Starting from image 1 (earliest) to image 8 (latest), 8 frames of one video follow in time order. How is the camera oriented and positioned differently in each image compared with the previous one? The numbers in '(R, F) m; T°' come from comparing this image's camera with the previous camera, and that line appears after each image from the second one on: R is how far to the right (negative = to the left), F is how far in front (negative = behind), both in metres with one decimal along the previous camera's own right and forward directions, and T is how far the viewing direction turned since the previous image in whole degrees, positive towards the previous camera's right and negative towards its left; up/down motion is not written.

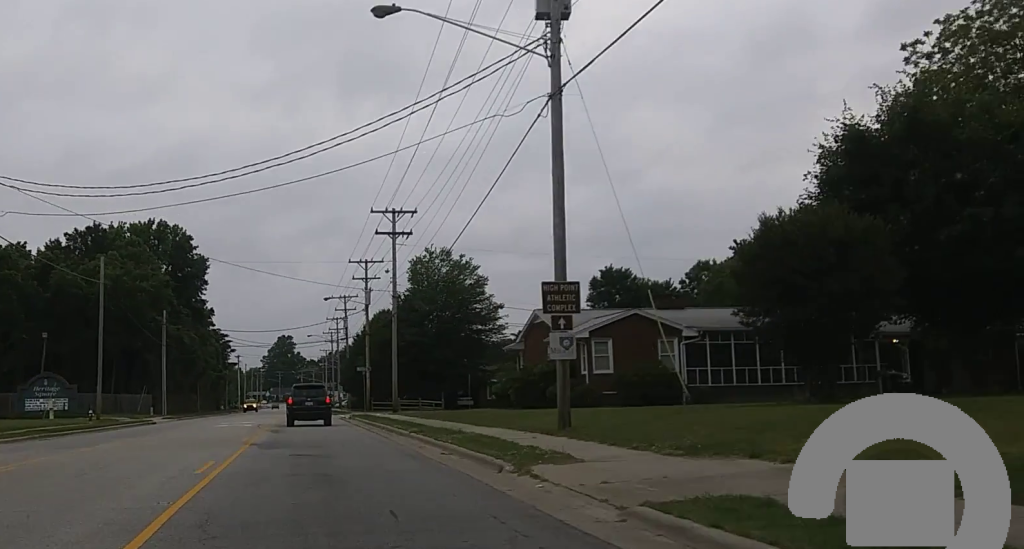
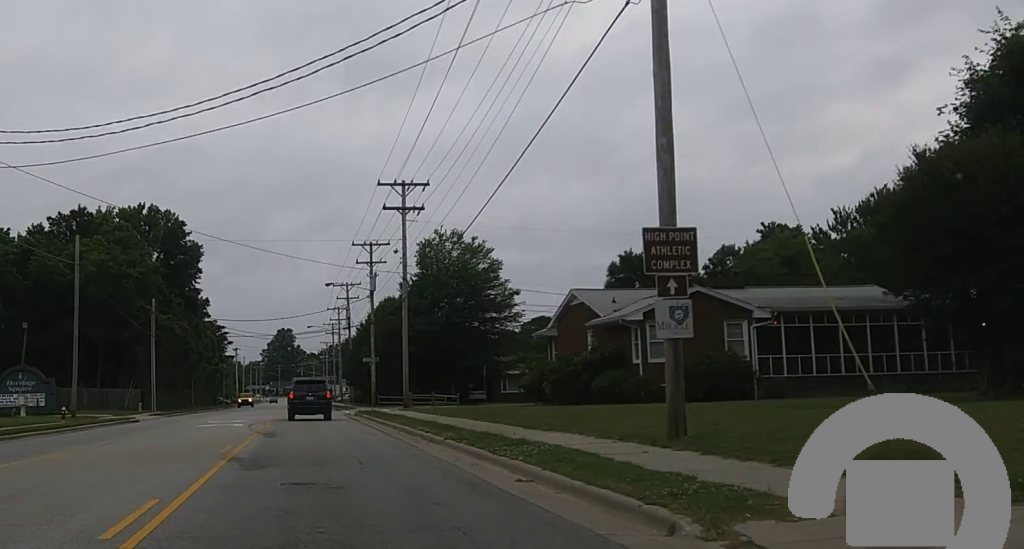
(0.0, +5.9) m; 0°
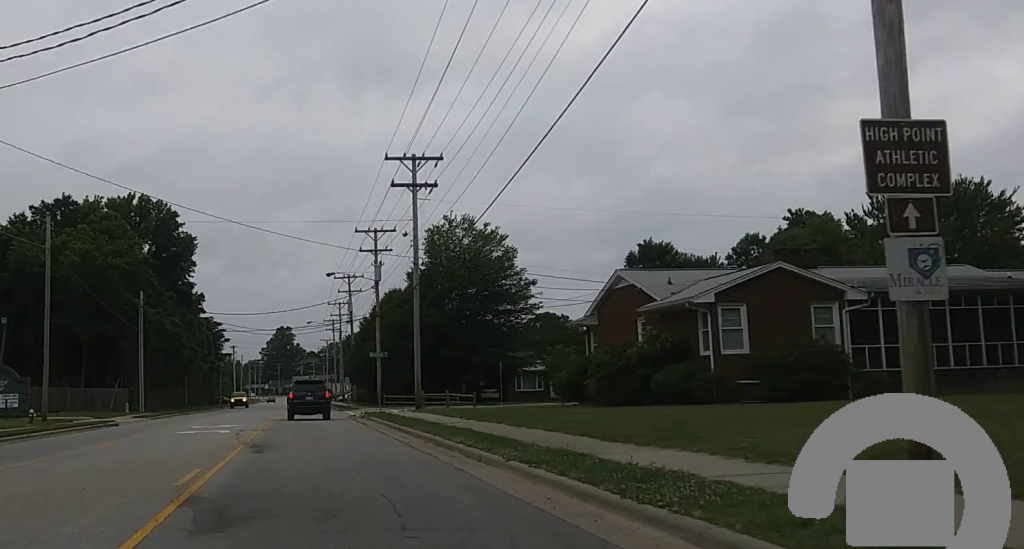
(0.0, +5.3) m; 0°
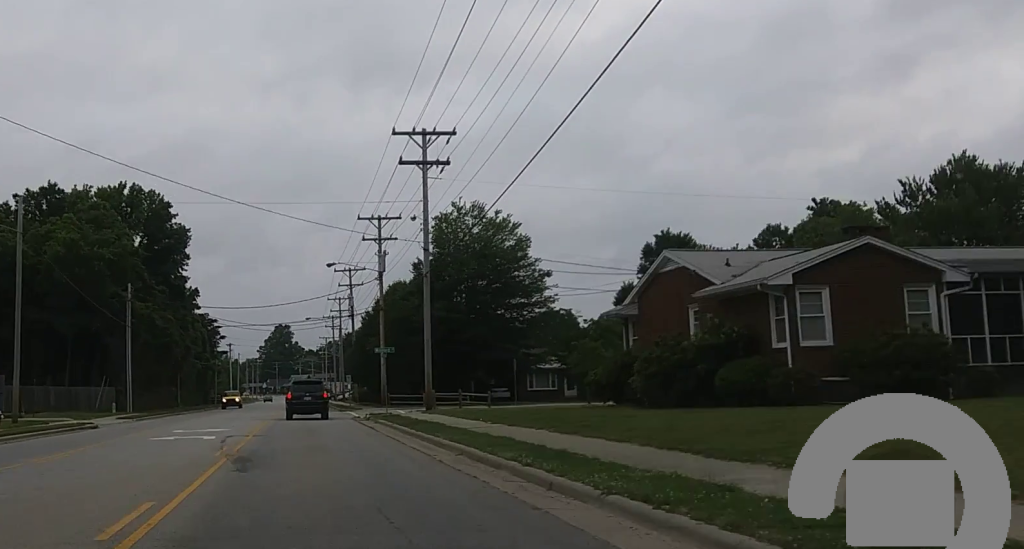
(0.0, +4.9) m; 0°
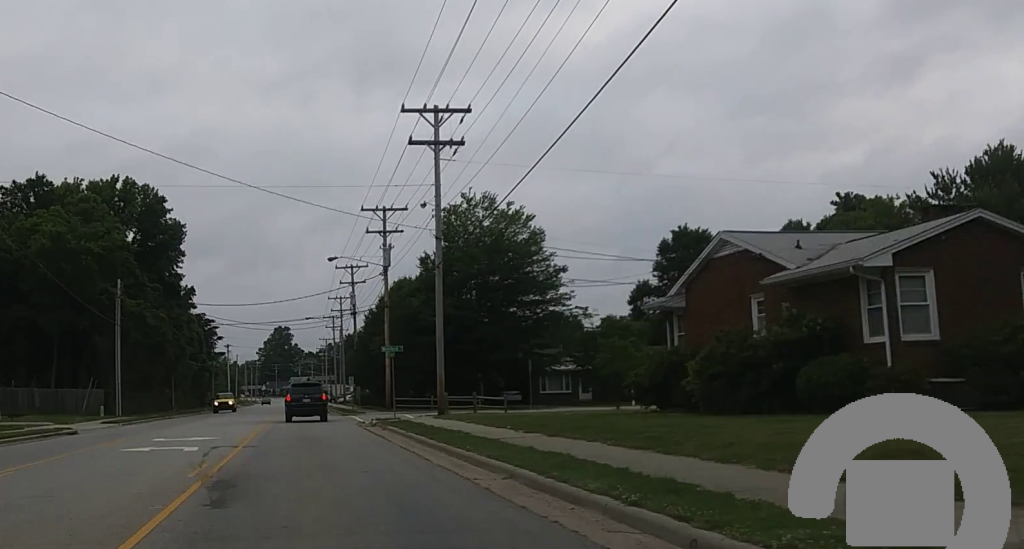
(0.0, +4.8) m; 0°
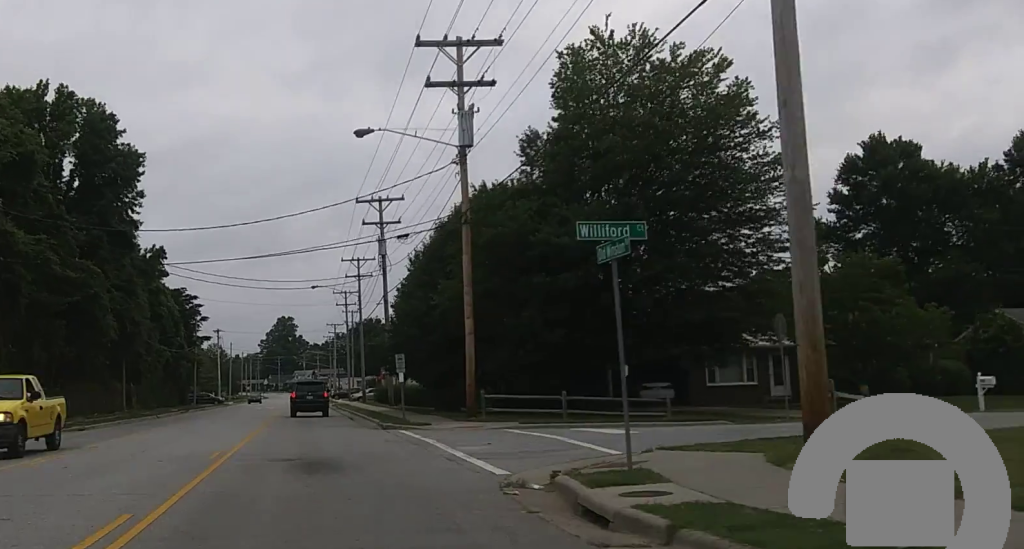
(0.0, +34.7) m; 0°
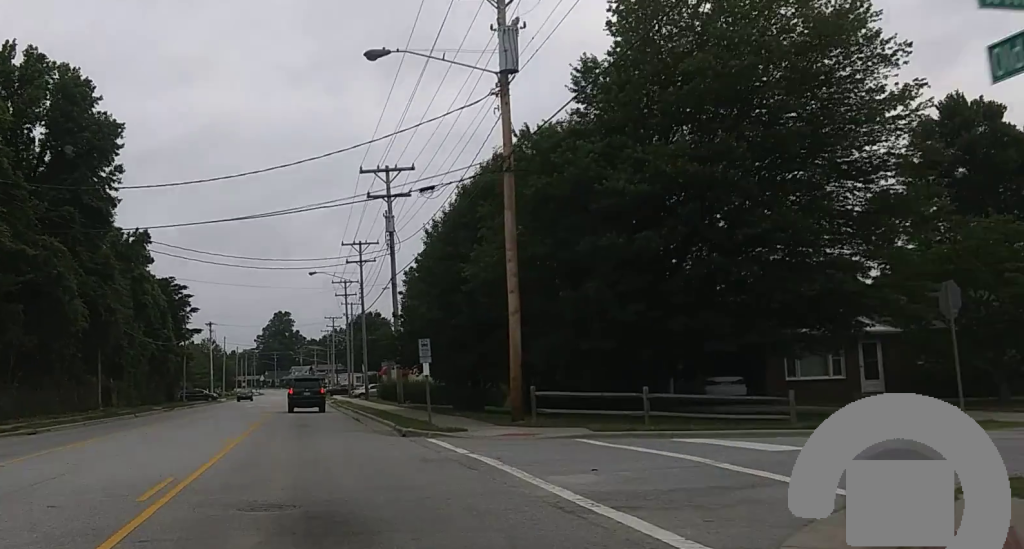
(0.0, +10.8) m; 0°
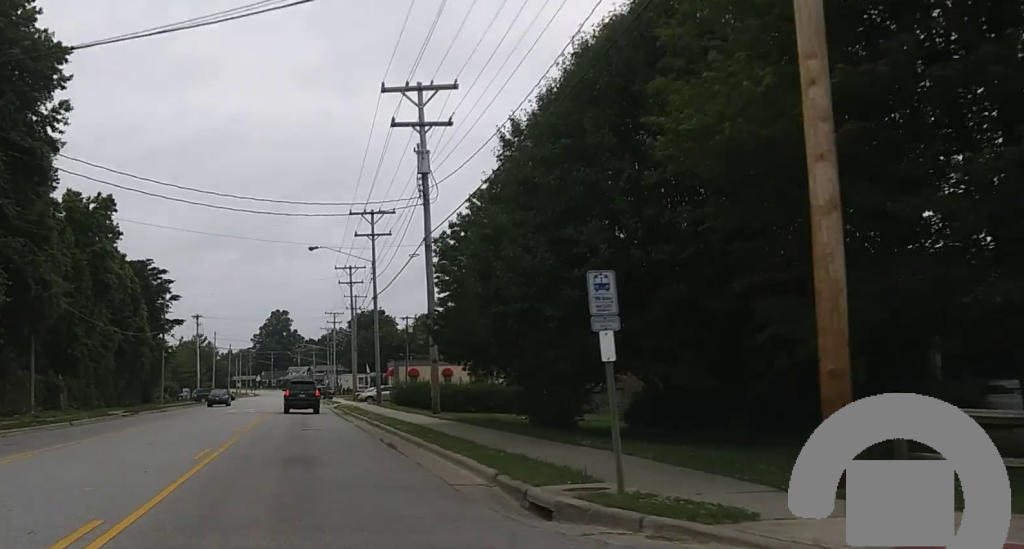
(0.0, +19.7) m; 0°
